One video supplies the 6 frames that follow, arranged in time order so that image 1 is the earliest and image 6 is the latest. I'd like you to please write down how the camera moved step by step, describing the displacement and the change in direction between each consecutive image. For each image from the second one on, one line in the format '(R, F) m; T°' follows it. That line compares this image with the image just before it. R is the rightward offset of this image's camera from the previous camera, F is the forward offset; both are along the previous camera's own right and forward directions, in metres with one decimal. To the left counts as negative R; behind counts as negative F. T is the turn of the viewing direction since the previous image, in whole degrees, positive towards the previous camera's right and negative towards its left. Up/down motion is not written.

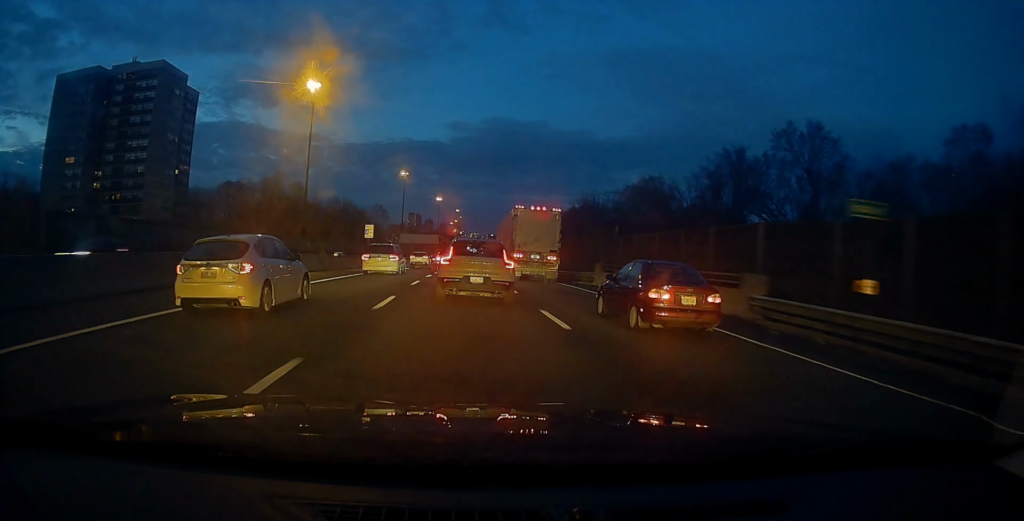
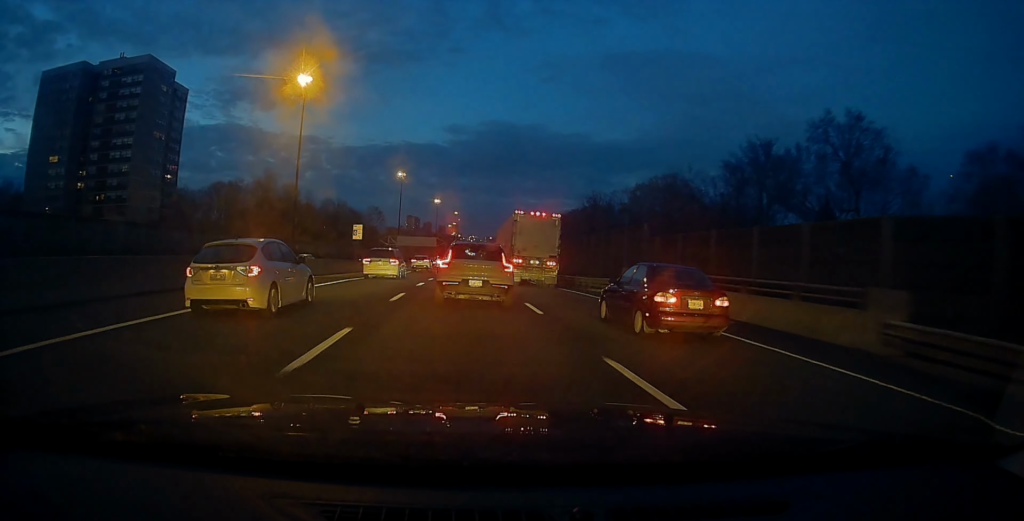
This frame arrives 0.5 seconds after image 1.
(+0.1, +5.8) m; +1°
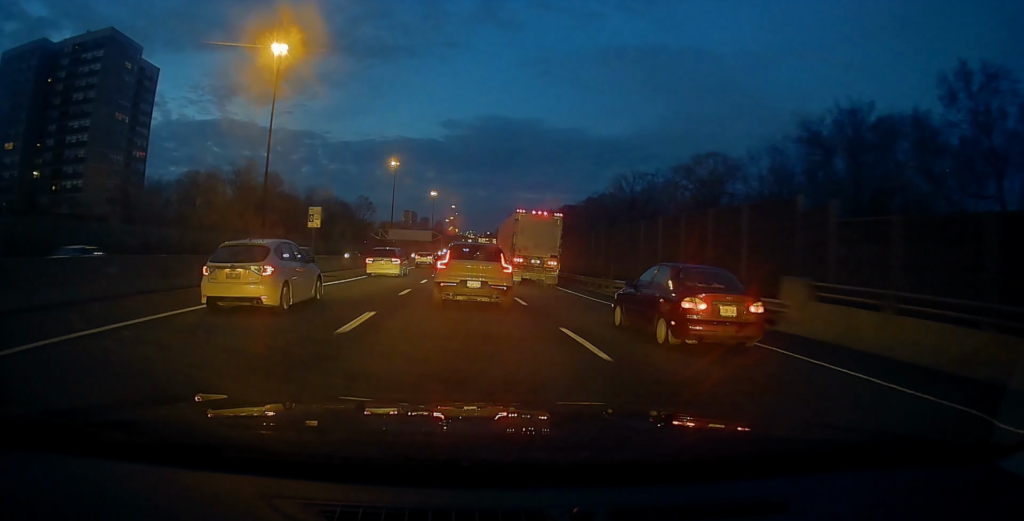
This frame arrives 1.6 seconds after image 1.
(+0.4, +15.0) m; +2°
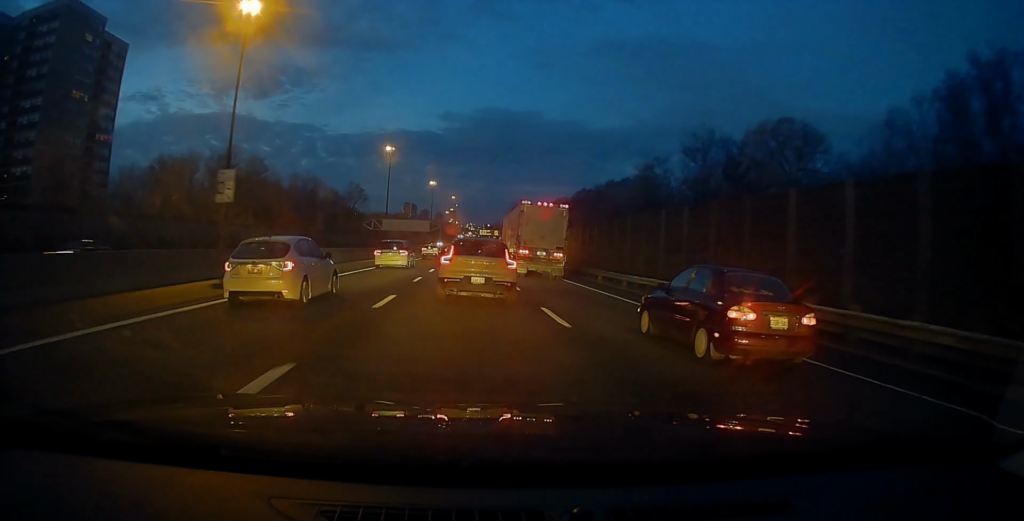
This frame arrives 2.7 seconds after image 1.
(+0.1, +15.2) m; 0°
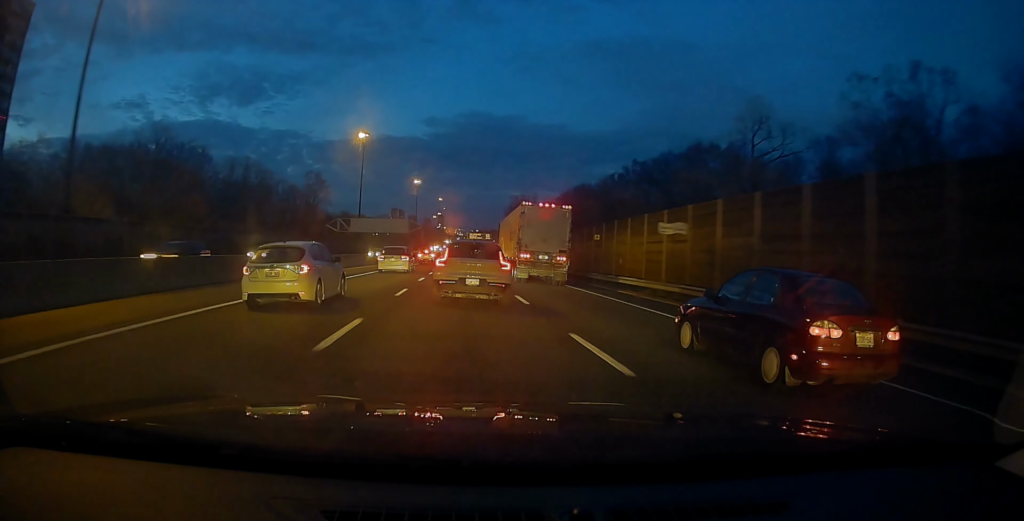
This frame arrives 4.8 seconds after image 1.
(-0.3, +31.9) m; -2°
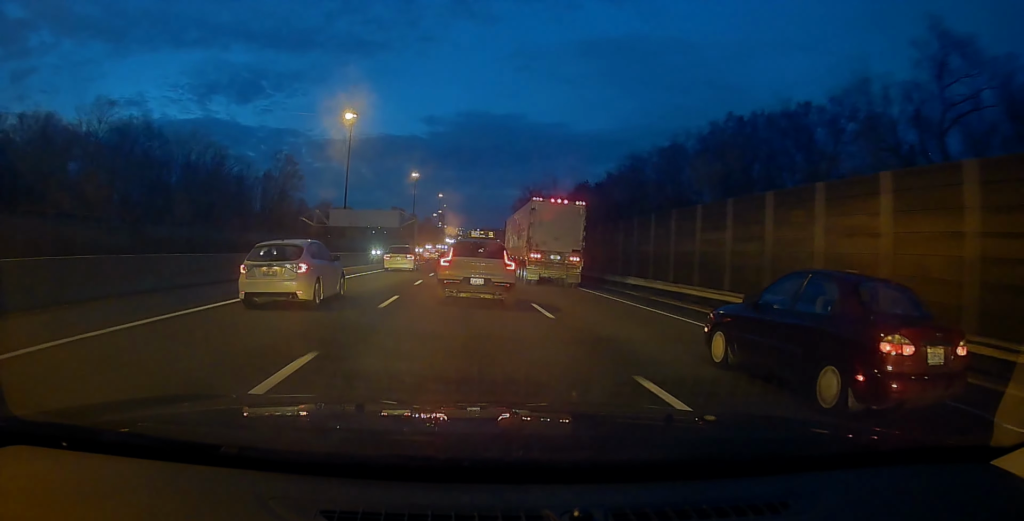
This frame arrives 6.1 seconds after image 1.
(-0.2, +21.8) m; +1°
